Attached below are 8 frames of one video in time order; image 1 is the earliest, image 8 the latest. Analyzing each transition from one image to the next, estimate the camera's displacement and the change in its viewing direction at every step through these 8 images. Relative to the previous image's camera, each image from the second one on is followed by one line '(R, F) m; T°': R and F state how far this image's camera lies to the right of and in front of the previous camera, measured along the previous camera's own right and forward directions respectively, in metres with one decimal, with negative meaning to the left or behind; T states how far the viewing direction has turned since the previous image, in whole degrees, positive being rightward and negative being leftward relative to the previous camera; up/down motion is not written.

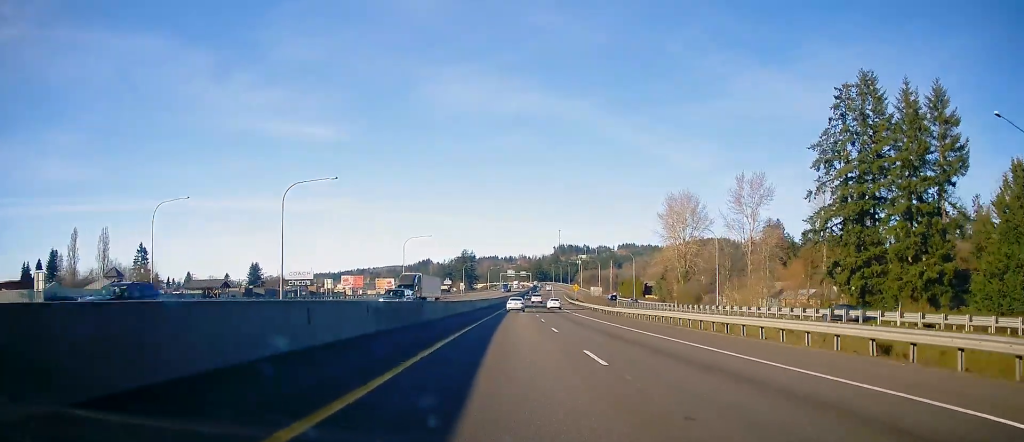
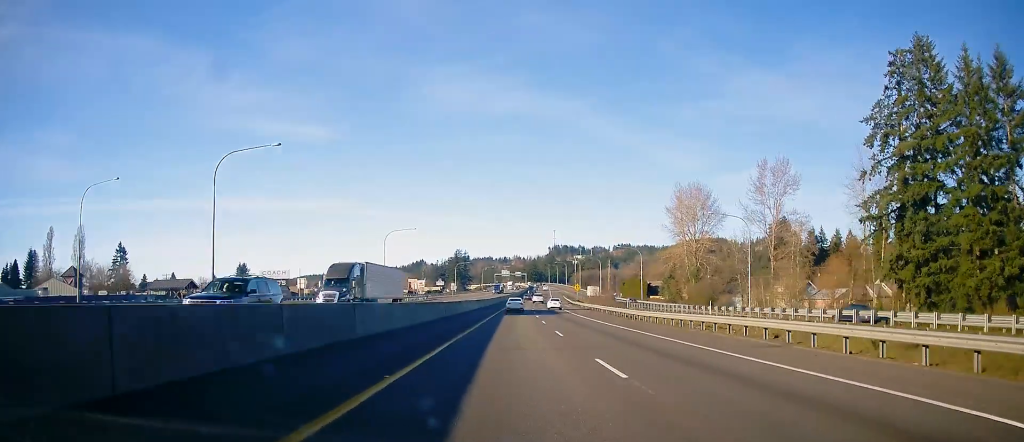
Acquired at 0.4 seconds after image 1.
(-0.1, +13.8) m; +1°
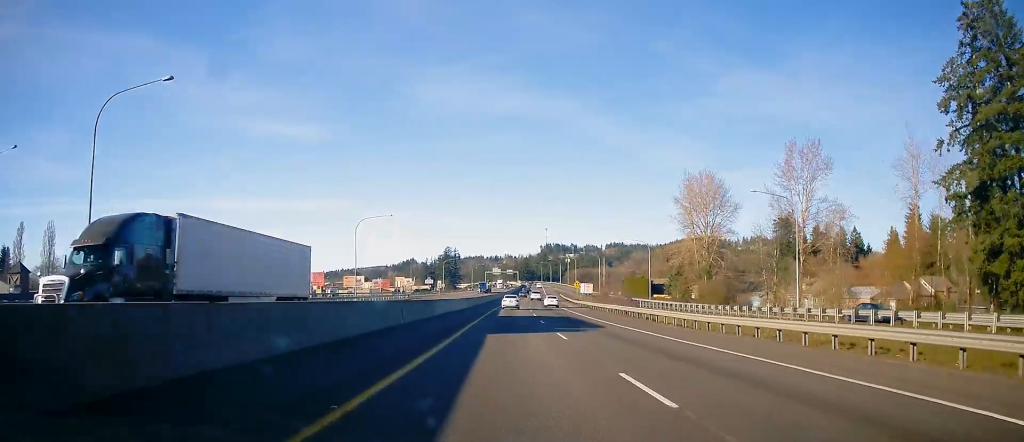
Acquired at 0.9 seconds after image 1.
(0.0, +15.0) m; +1°
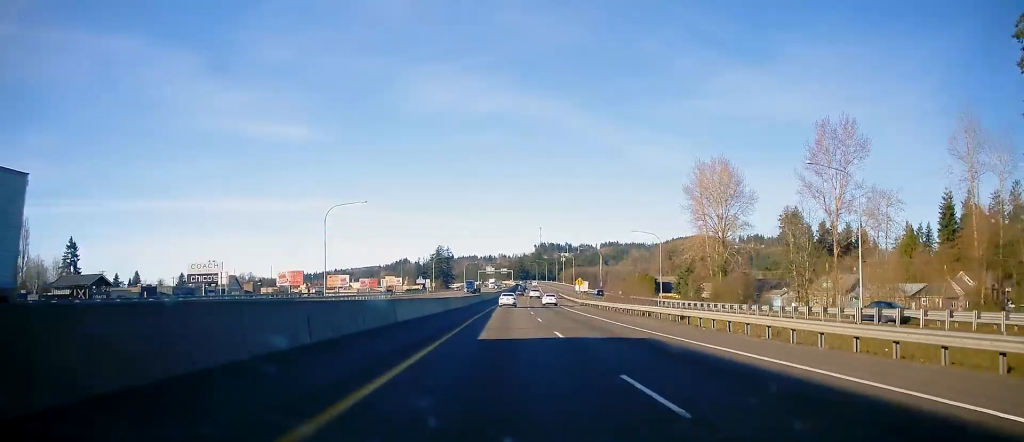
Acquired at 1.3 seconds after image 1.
(+0.2, +12.9) m; +1°
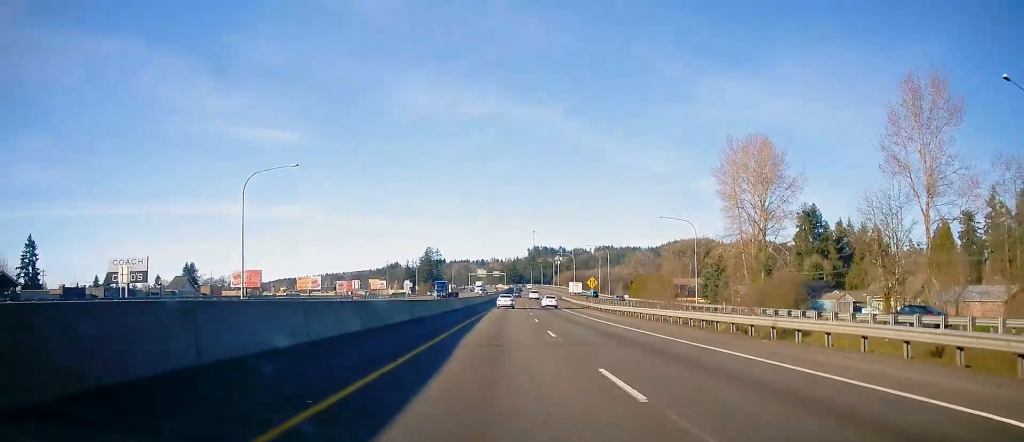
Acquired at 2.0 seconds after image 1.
(+0.2, +23.7) m; +1°
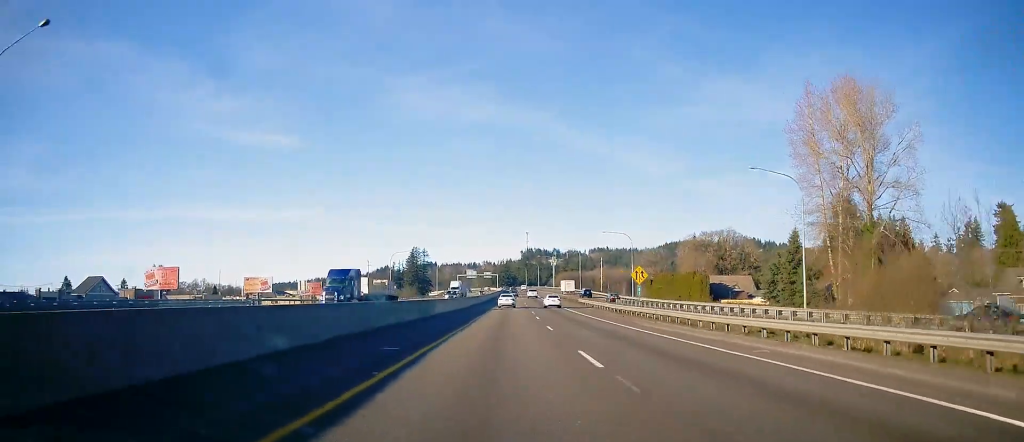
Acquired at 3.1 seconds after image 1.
(+0.2, +33.4) m; +1°
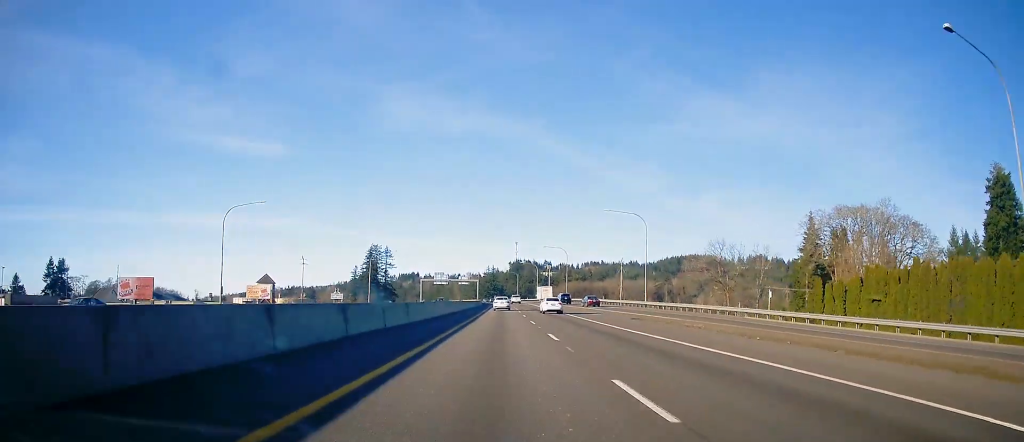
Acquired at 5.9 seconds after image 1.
(+1.0, +90.8) m; +1°
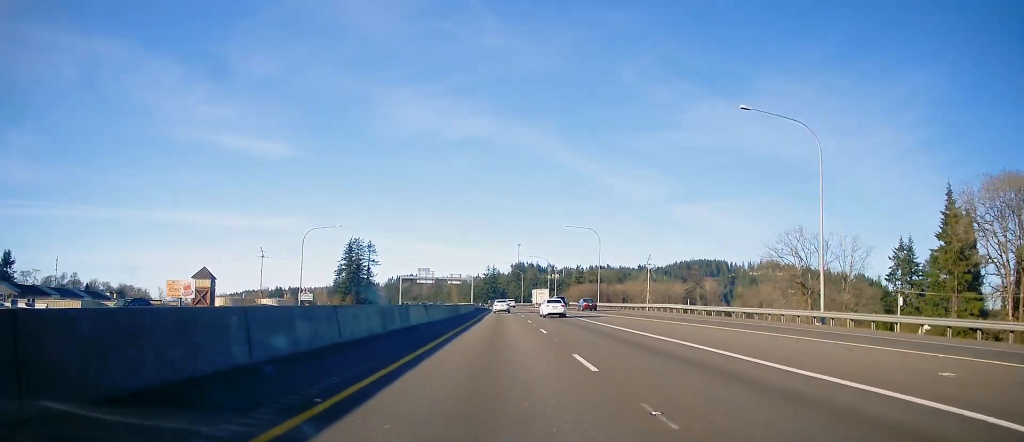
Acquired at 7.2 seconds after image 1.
(+0.3, +44.8) m; 0°
